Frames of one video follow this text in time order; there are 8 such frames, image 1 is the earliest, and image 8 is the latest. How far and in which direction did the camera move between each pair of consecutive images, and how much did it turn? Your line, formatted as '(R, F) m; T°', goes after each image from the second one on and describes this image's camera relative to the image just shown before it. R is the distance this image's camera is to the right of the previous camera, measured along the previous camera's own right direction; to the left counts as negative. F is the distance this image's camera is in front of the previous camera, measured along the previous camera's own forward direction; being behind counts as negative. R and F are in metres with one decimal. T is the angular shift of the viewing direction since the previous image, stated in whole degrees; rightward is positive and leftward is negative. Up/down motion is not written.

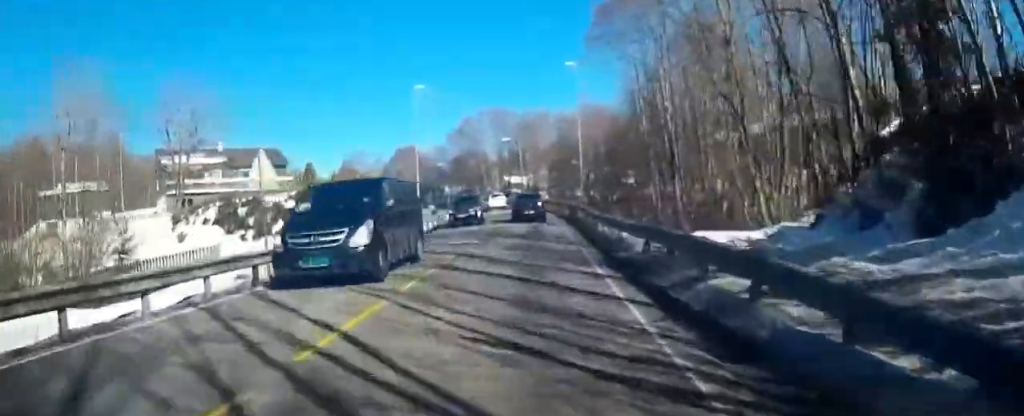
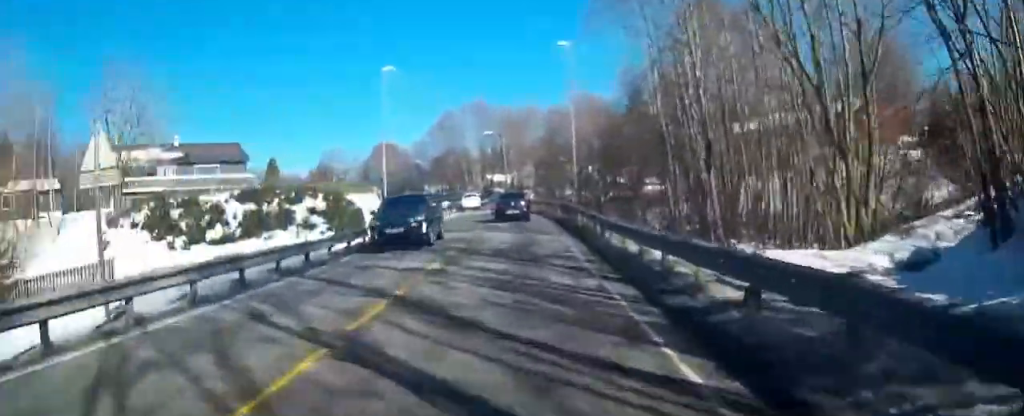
(+0.1, +6.3) m; +2°
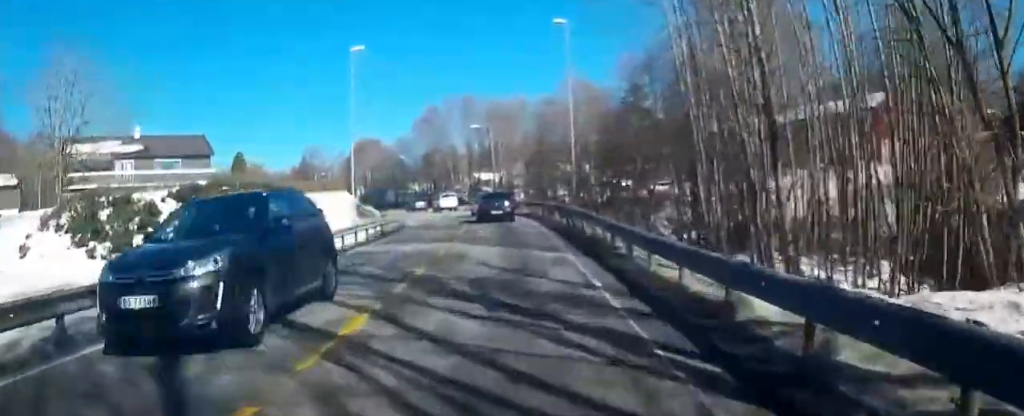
(+0.2, +5.5) m; +2°
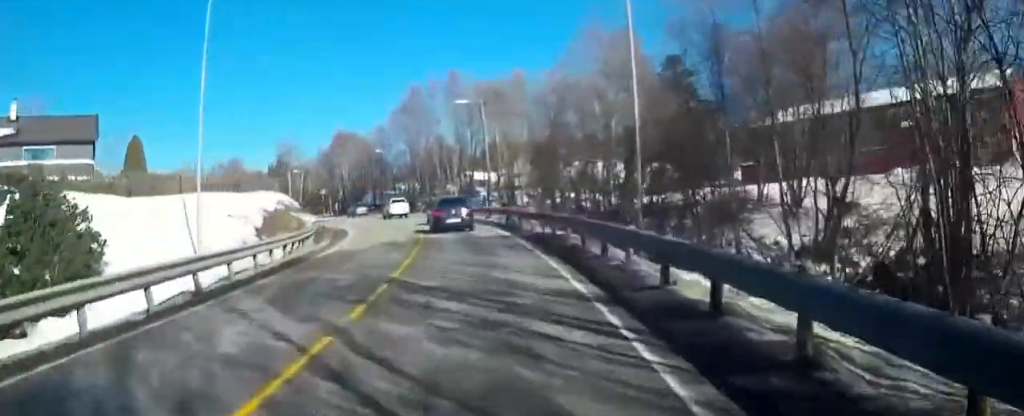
(+0.7, +17.4) m; +2°
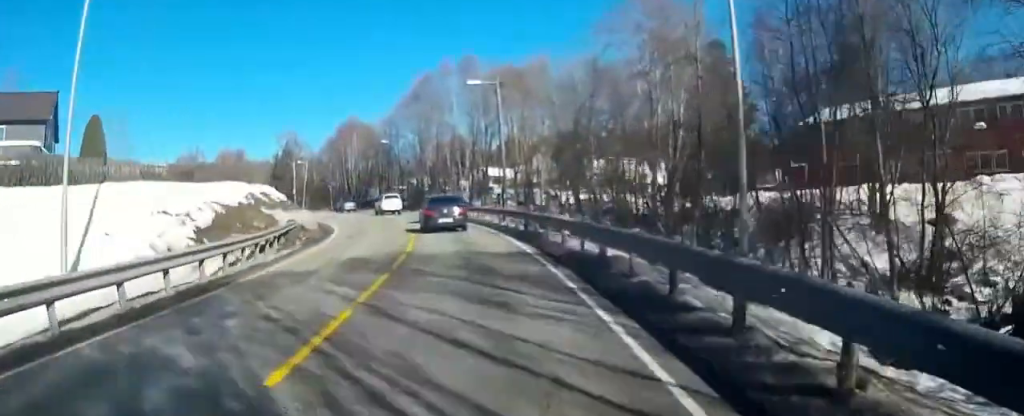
(-0.1, +6.6) m; -1°
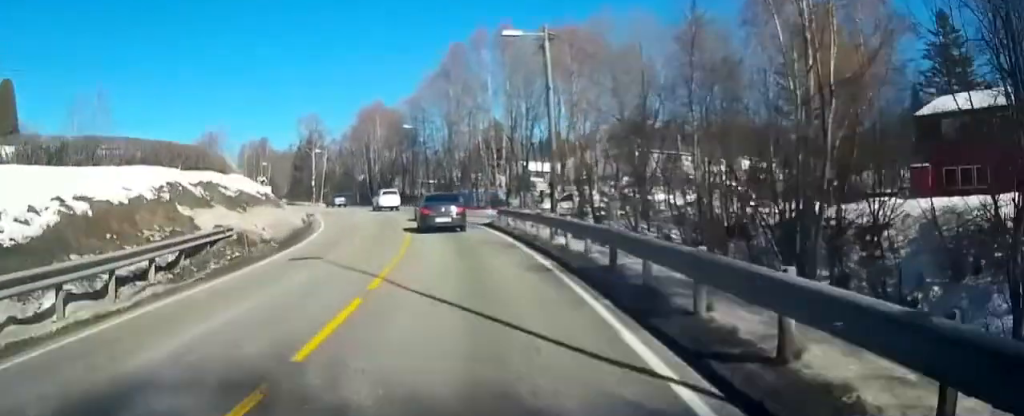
(-0.2, +11.2) m; -4°
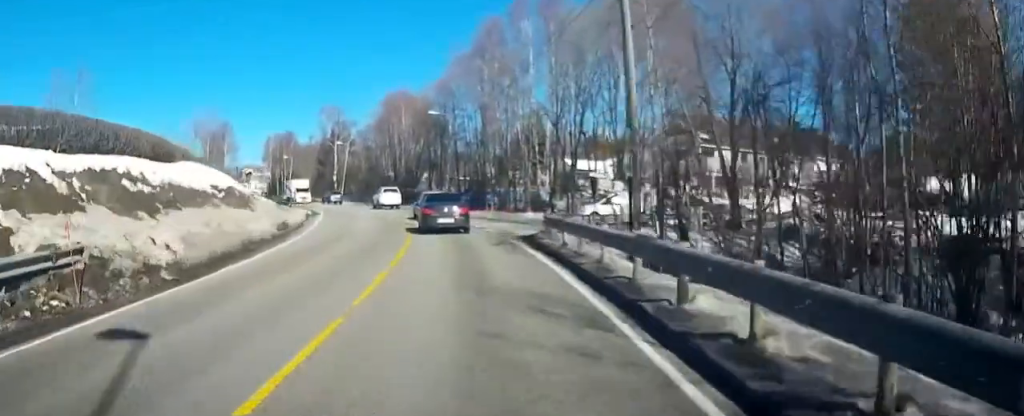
(-0.4, +9.5) m; -4°
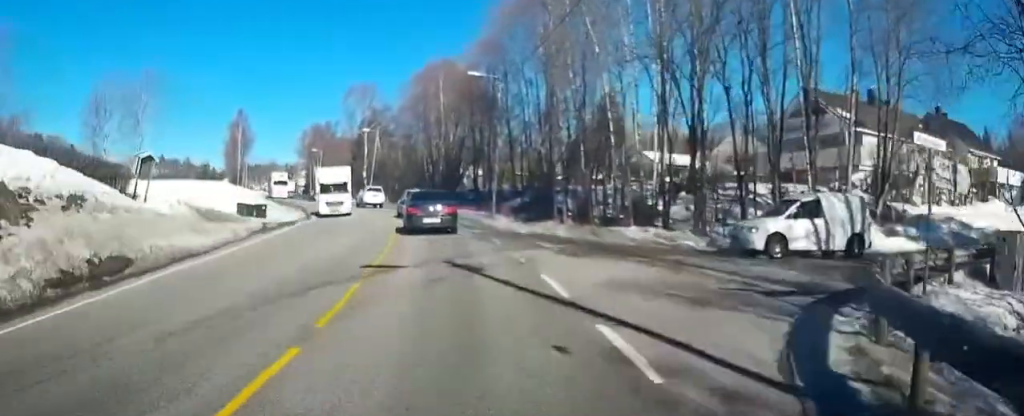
(-0.6, +17.3) m; -6°
